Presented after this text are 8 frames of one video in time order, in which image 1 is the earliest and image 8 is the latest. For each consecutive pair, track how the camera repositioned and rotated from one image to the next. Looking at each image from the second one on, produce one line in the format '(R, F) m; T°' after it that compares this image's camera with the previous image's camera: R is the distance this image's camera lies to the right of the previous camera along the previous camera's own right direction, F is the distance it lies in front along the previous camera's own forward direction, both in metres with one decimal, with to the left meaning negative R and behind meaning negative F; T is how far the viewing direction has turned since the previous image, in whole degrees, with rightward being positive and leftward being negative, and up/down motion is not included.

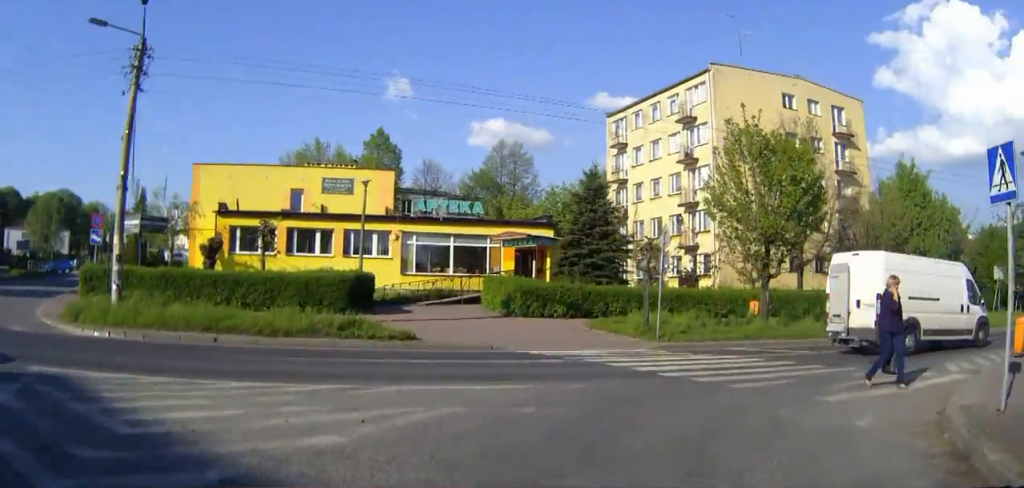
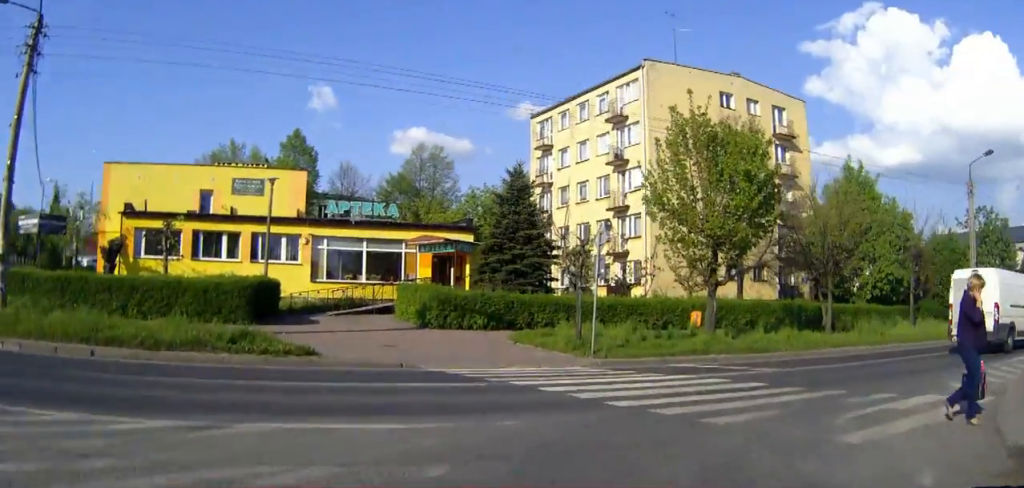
(+0.2, +3.3) m; +7°
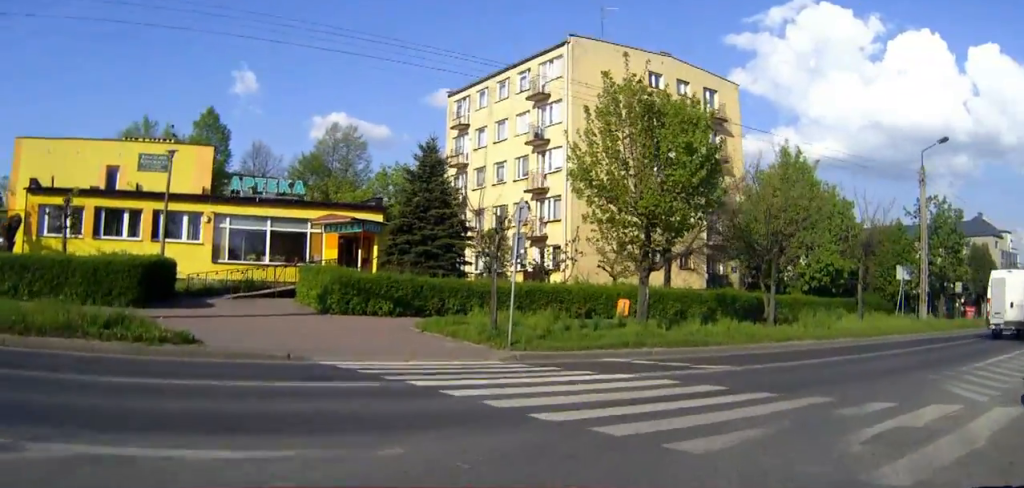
(+0.2, +2.7) m; +8°
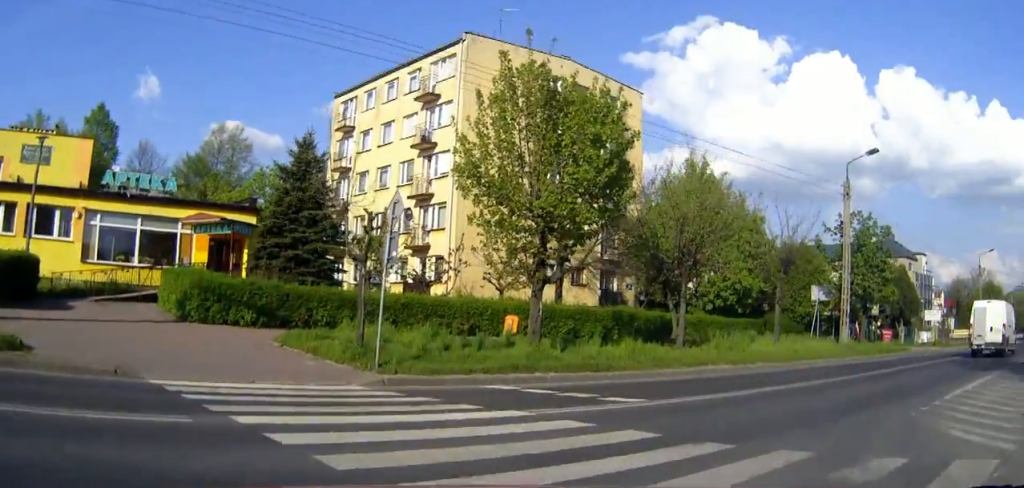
(+0.1, +2.9) m; +10°
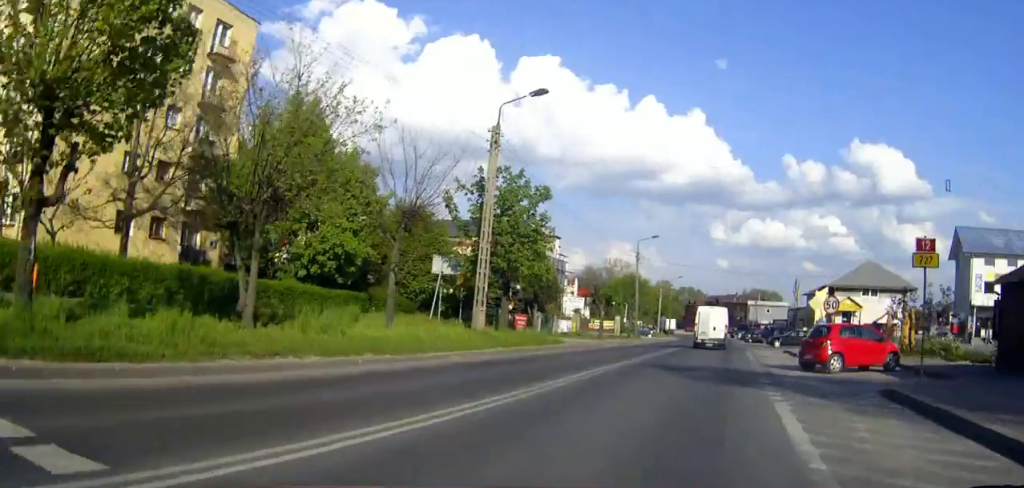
(+1.6, +6.7) m; +25°
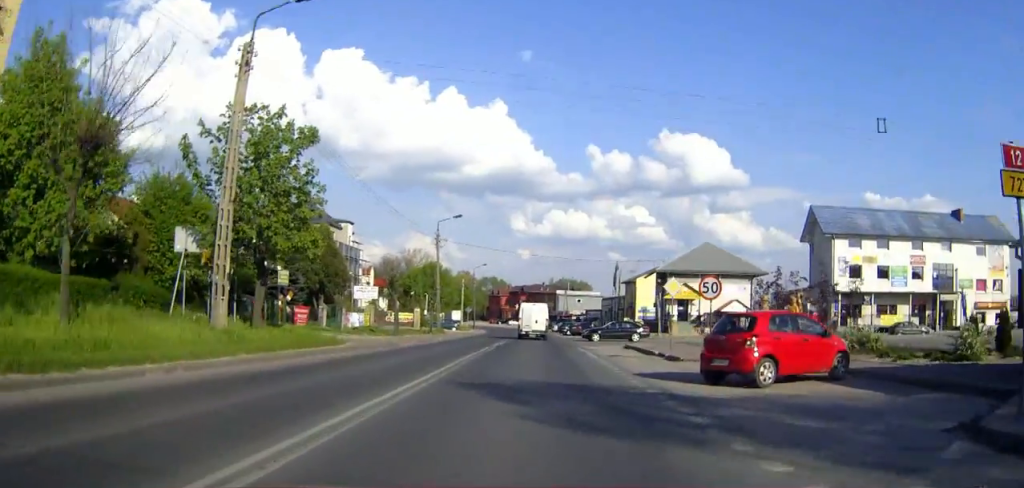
(+1.3, +7.4) m; +15°
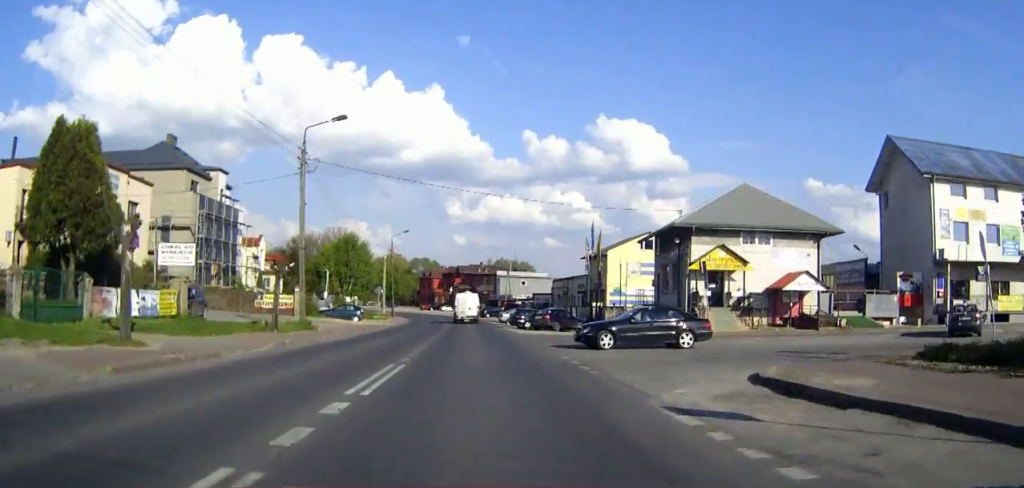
(+3.1, +25.0) m; +9°
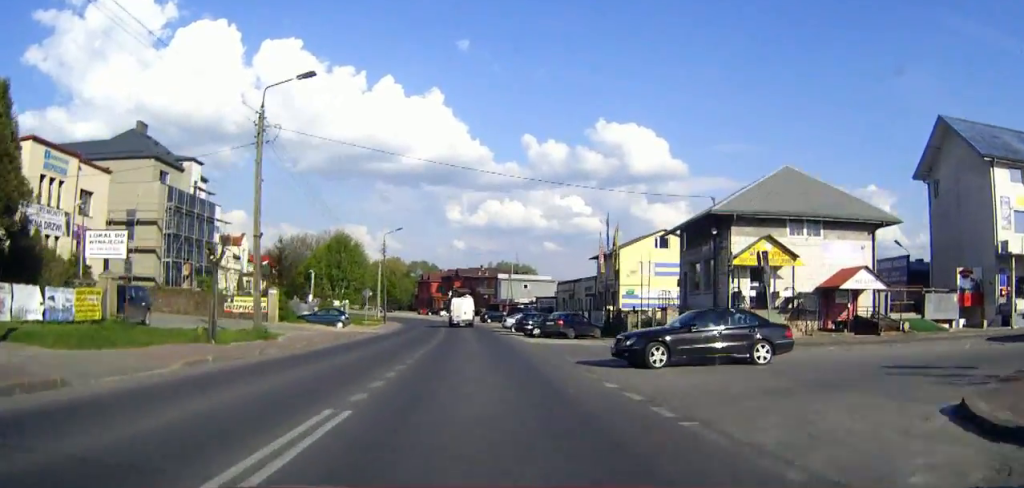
(0.0, +7.0) m; 0°
